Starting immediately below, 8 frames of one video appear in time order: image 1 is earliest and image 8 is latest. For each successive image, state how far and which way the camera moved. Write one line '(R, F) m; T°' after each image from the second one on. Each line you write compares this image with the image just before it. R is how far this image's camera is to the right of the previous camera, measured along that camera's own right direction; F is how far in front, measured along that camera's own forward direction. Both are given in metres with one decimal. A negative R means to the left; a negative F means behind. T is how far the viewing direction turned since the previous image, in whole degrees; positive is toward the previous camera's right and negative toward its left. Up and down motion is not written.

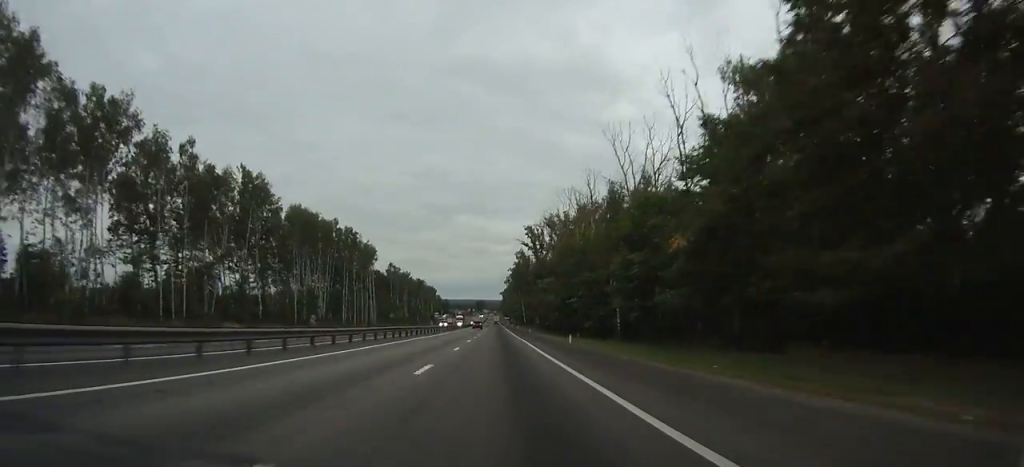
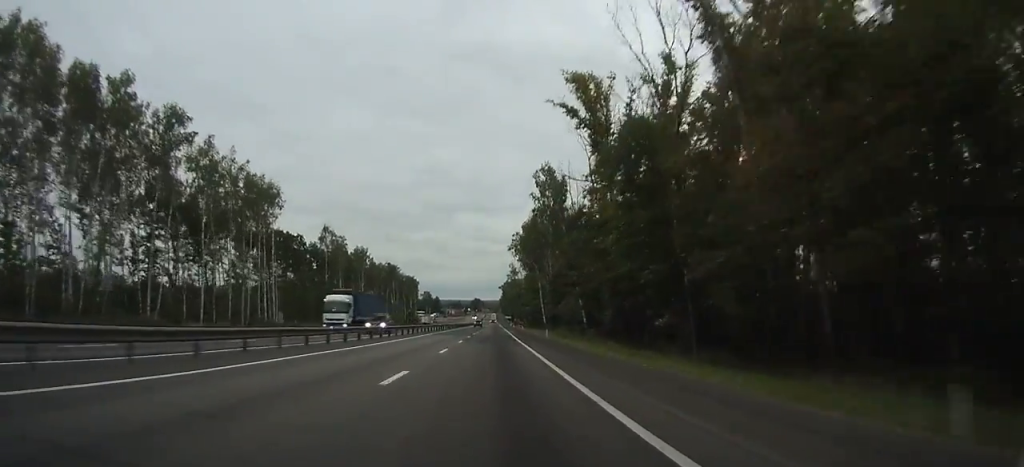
(+0.2, +85.5) m; 0°
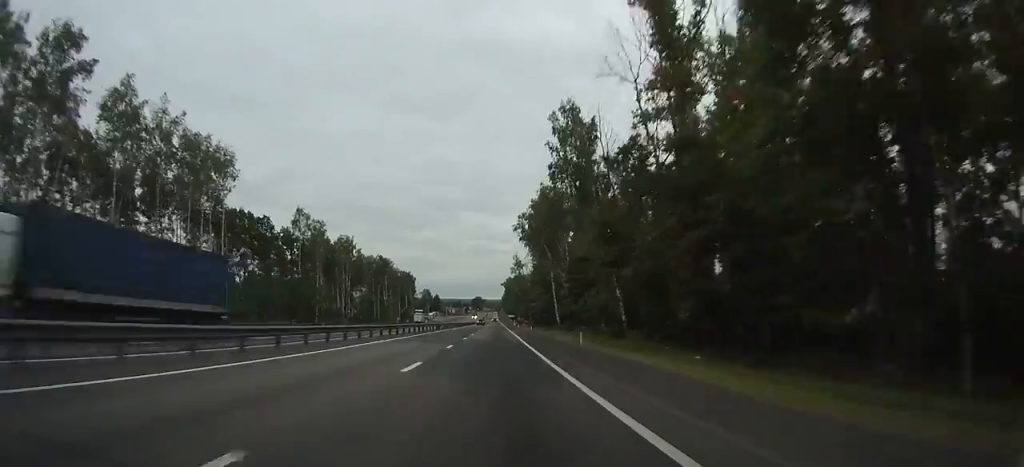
(0.0, +21.2) m; 0°
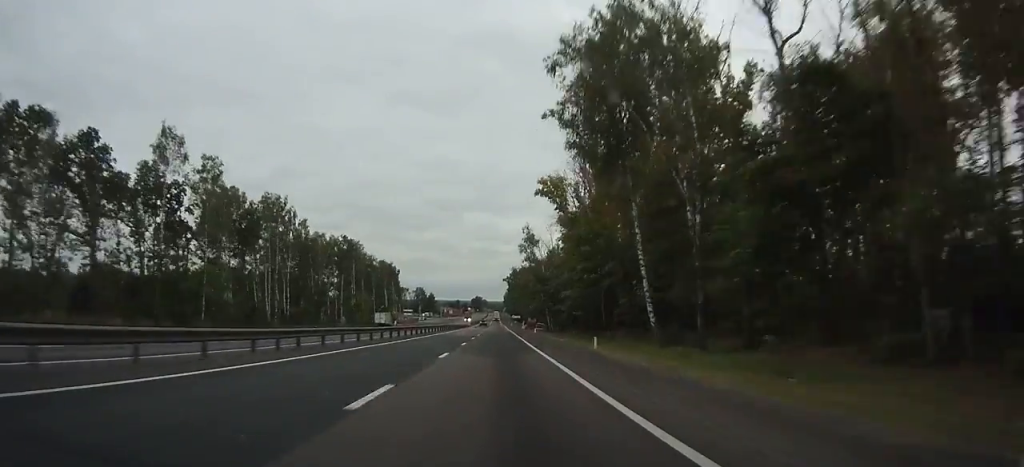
(-0.2, +53.5) m; 0°
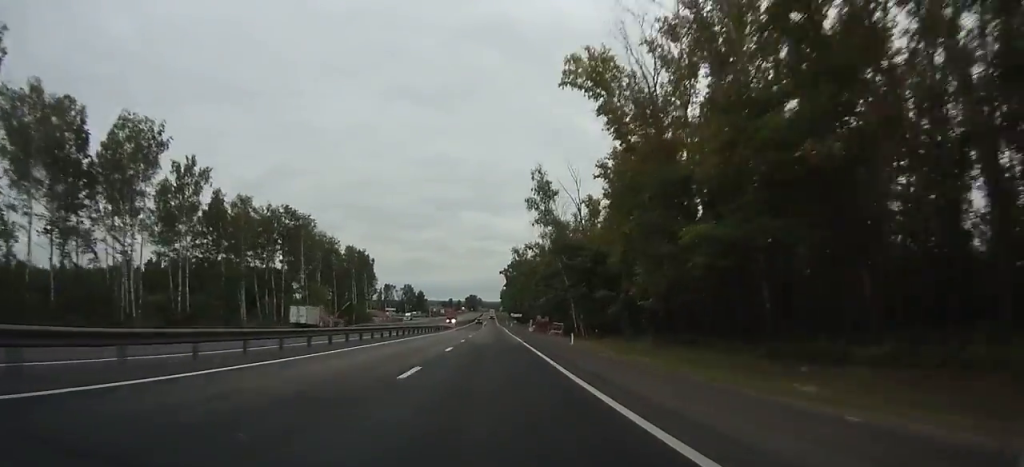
(+0.1, +43.0) m; 0°
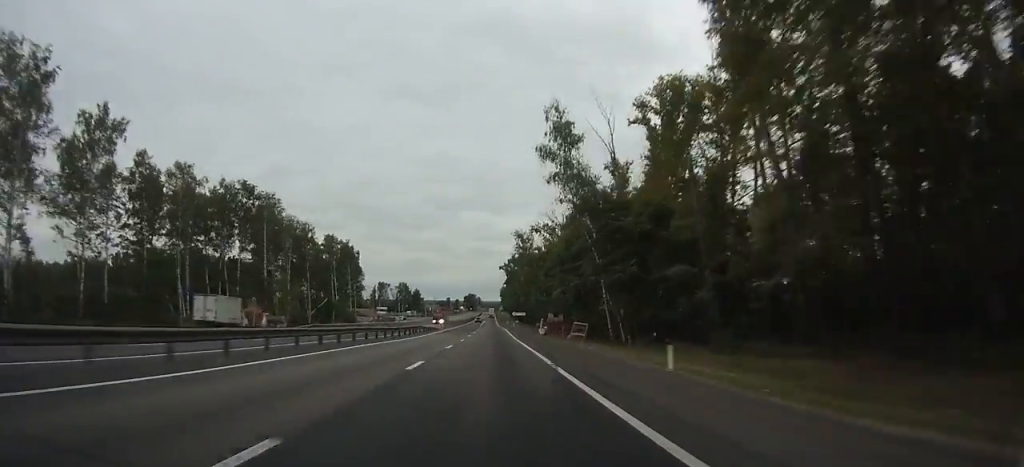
(0.0, +21.5) m; 0°
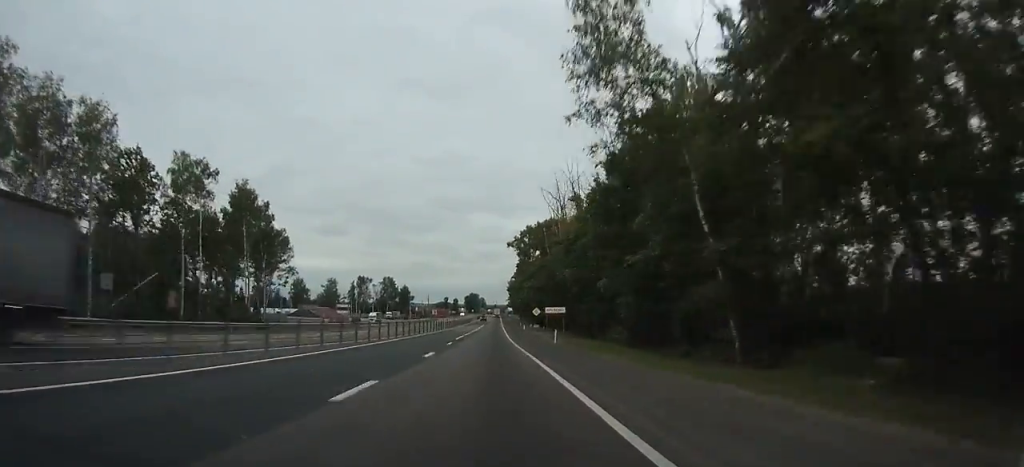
(0.0, +77.7) m; 0°
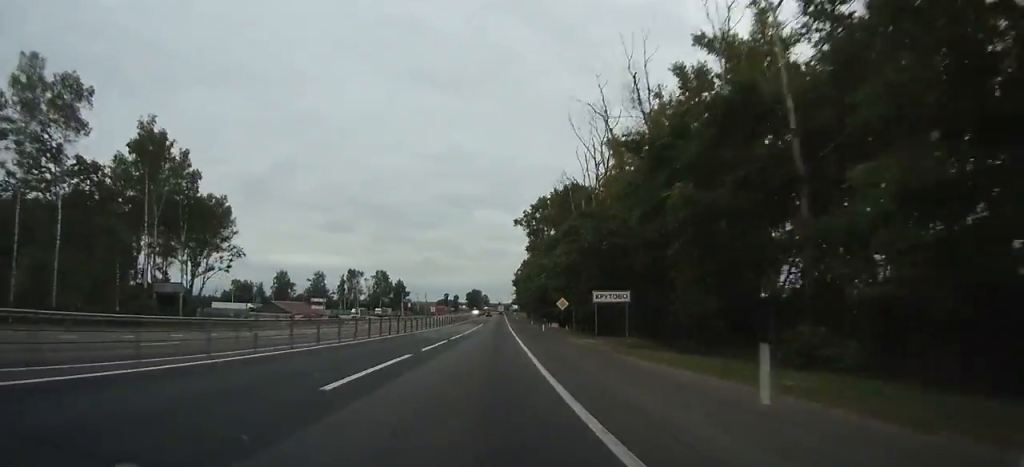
(0.0, +32.7) m; 0°
